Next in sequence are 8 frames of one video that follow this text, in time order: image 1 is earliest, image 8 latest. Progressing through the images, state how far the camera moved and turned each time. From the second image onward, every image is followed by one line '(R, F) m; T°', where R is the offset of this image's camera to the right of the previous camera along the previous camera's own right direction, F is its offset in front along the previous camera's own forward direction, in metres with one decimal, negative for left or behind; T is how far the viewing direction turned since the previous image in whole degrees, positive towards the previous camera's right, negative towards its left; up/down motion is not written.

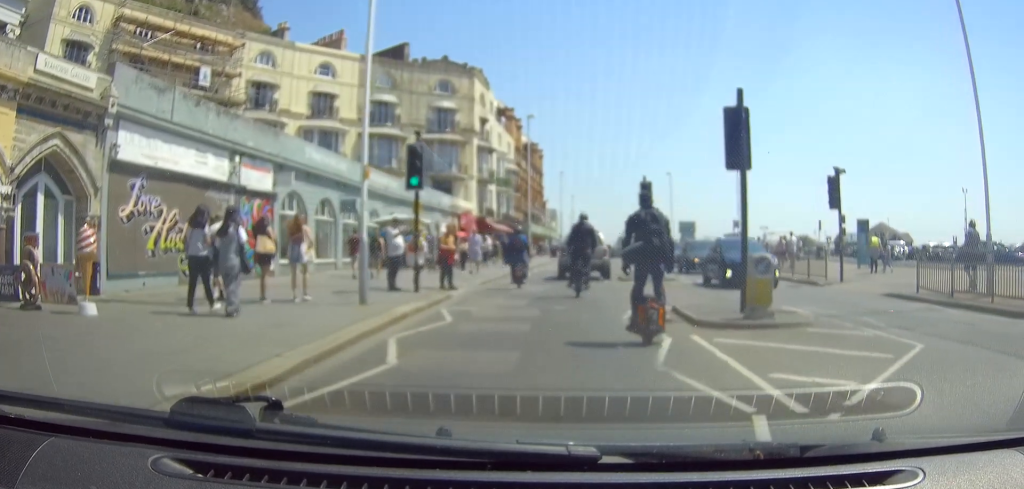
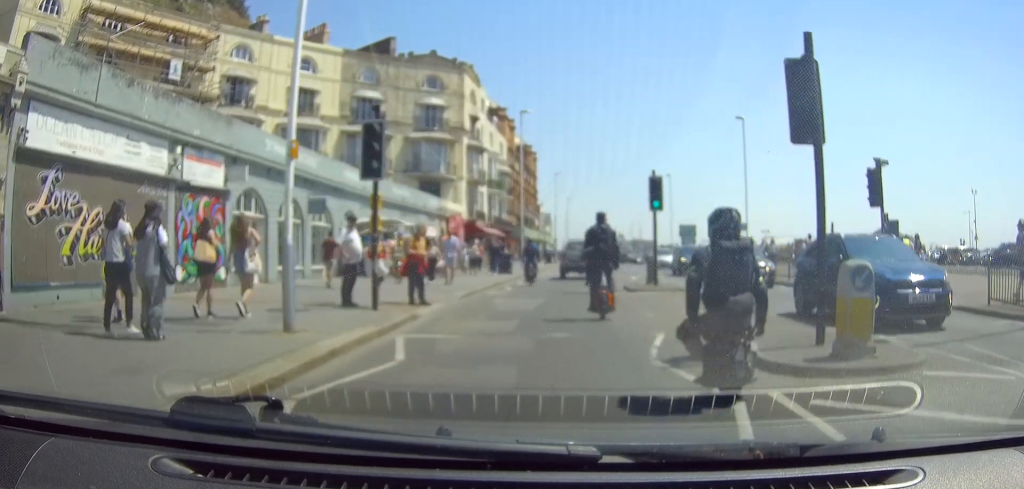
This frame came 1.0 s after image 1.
(0.0, +4.0) m; +1°
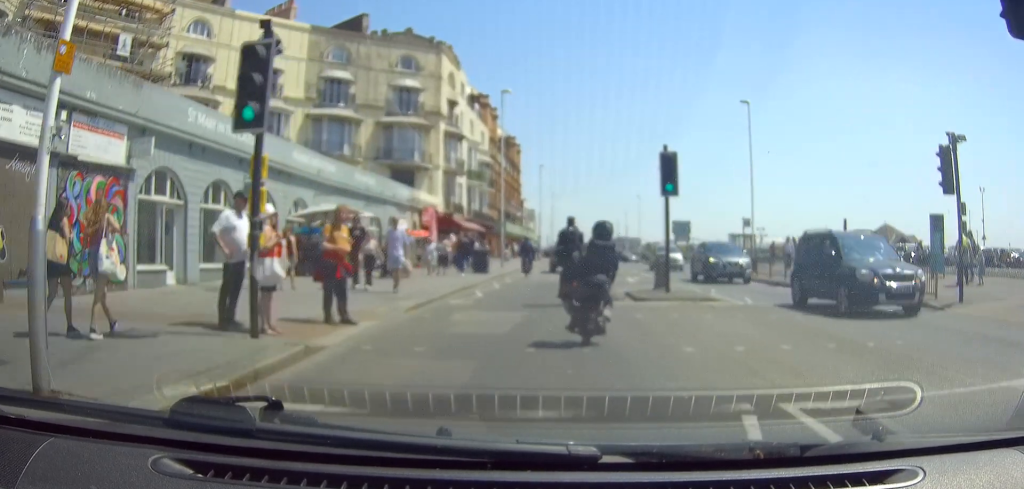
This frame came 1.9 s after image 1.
(0.0, +5.1) m; 0°
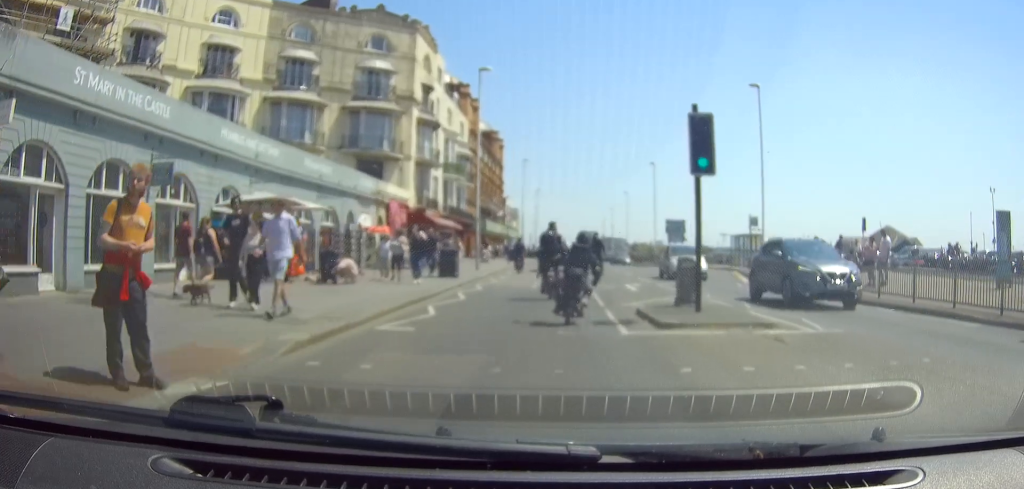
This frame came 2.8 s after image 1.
(0.0, +5.5) m; 0°
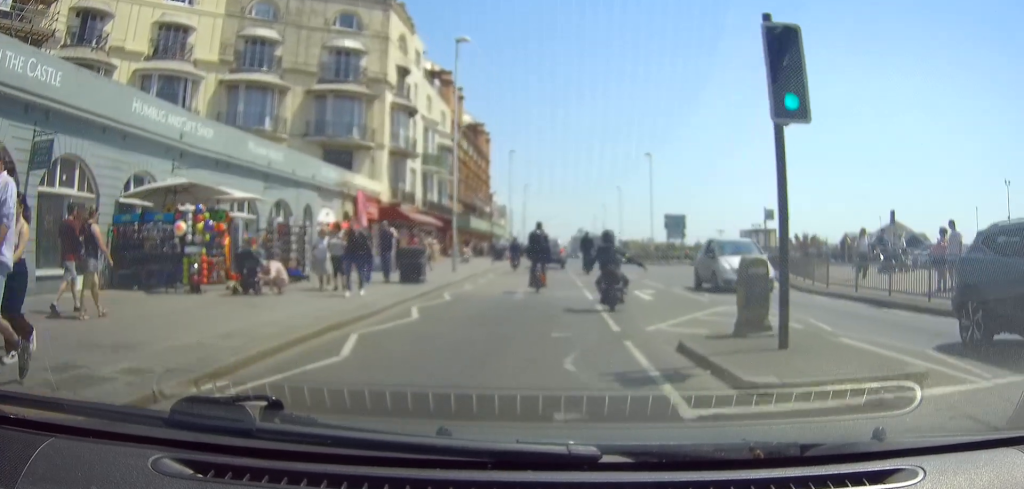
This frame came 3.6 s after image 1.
(0.0, +5.2) m; 0°
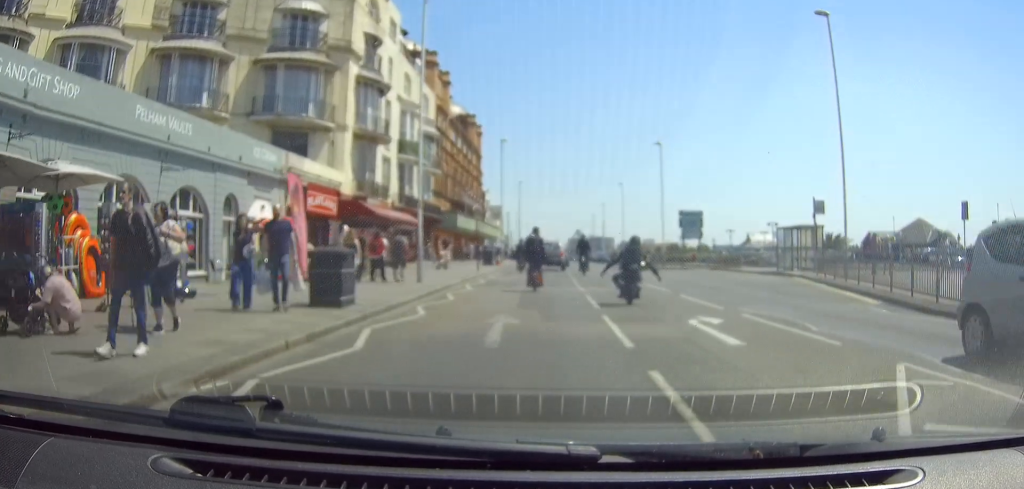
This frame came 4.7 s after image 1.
(0.0, +7.8) m; +3°
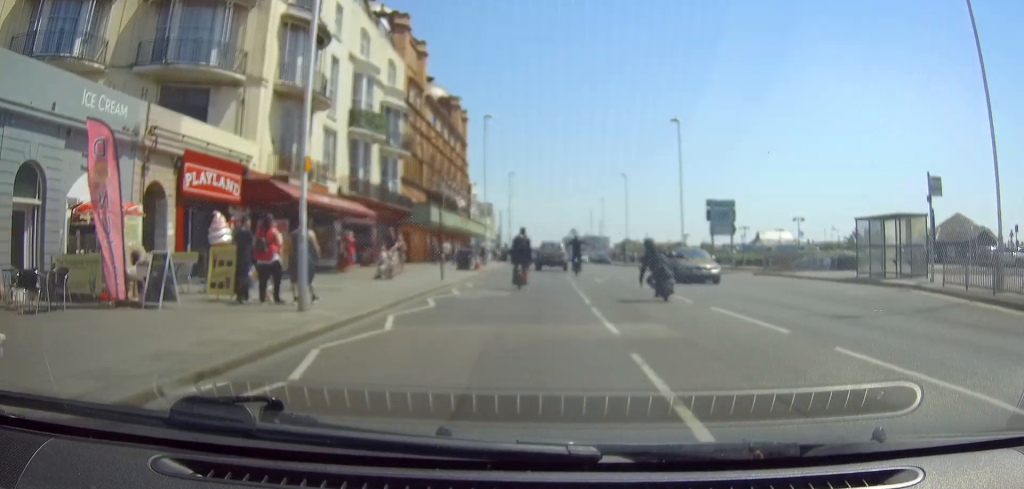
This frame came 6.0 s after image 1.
(+0.4, +11.0) m; +2°
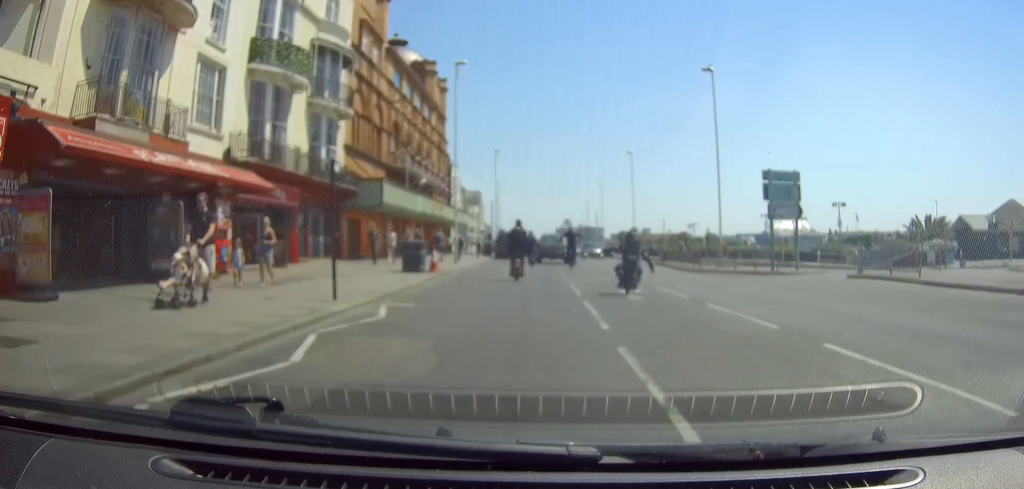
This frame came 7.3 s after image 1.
(+0.1, +12.4) m; +1°
